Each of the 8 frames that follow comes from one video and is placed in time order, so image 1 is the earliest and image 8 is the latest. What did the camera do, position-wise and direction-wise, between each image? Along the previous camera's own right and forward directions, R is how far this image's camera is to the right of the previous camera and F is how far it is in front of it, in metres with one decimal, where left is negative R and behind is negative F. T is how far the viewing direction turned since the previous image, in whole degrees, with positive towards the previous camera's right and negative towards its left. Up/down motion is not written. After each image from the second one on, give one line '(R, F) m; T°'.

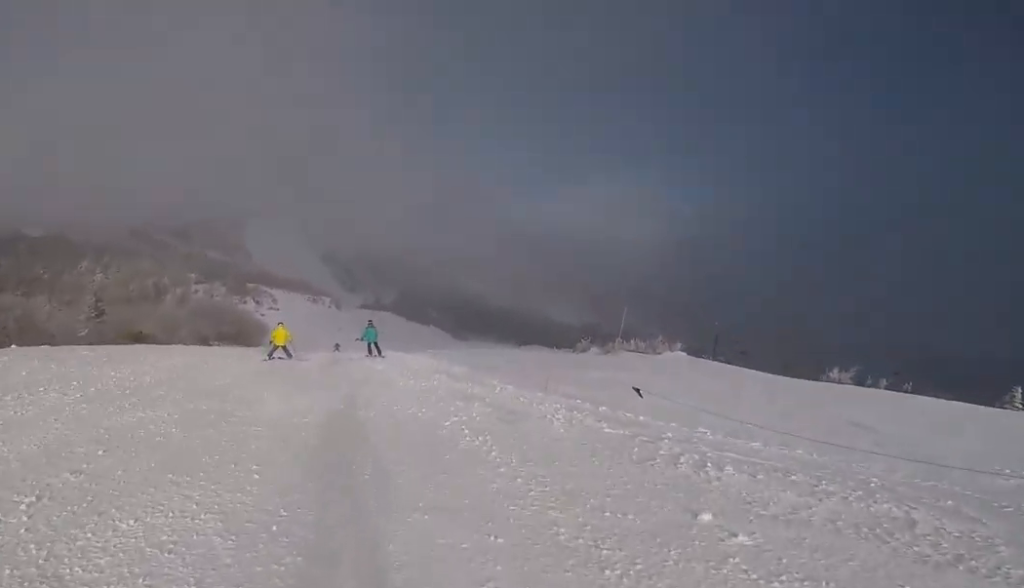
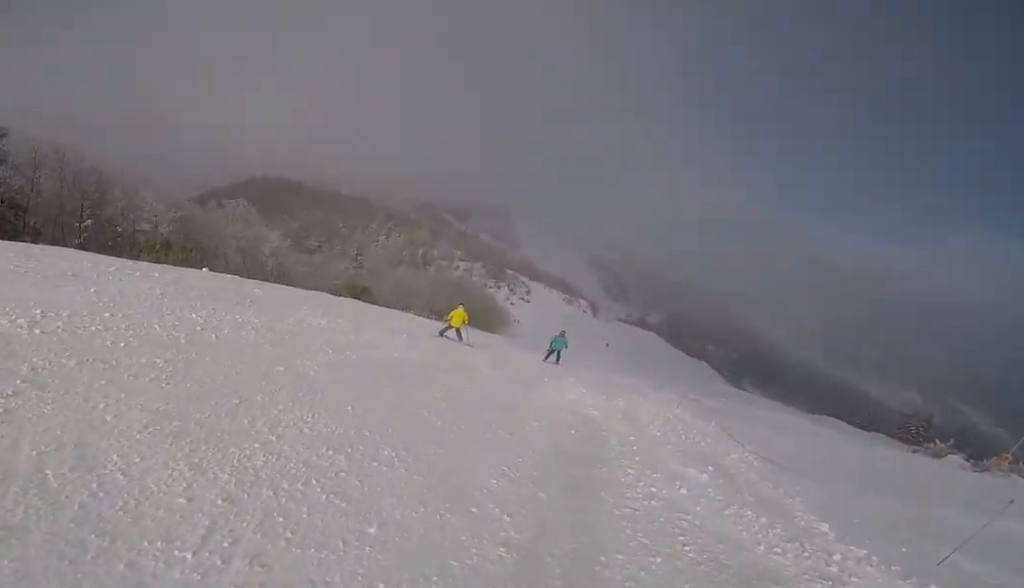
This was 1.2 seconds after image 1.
(-1.0, +4.6) m; -25°
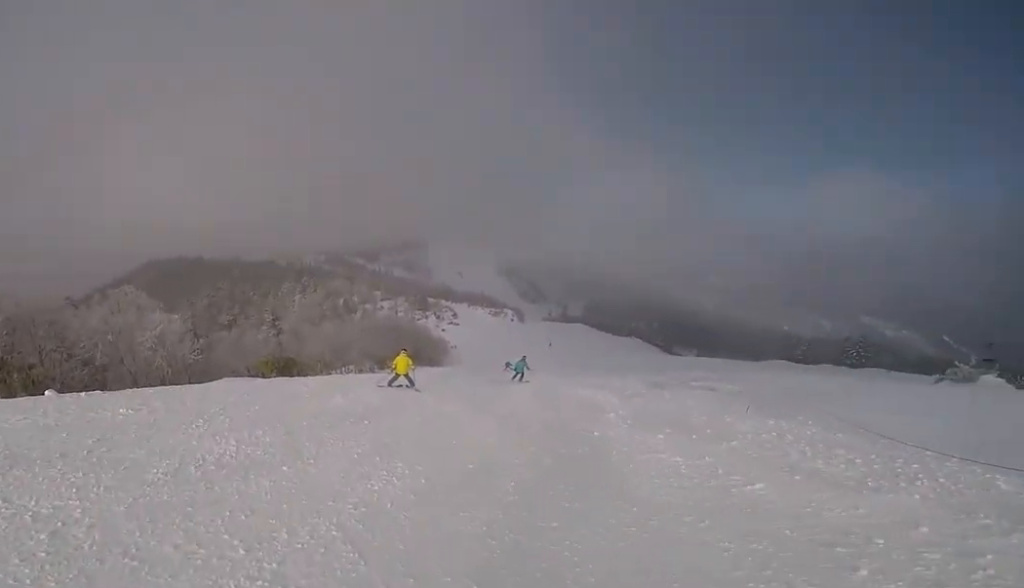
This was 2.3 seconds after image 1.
(-0.8, +4.6) m; -1°
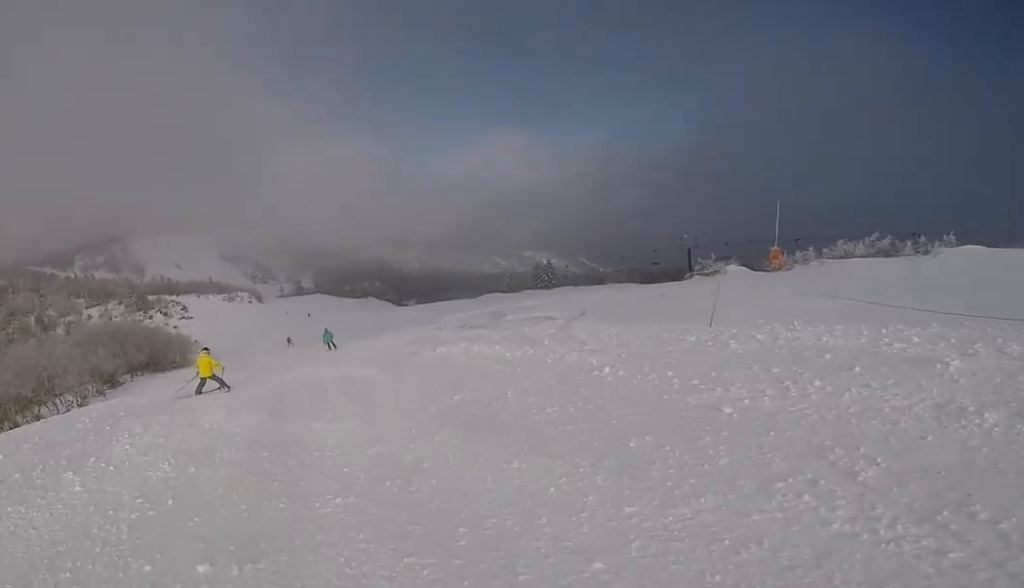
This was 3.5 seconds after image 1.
(+1.0, +5.4) m; +29°
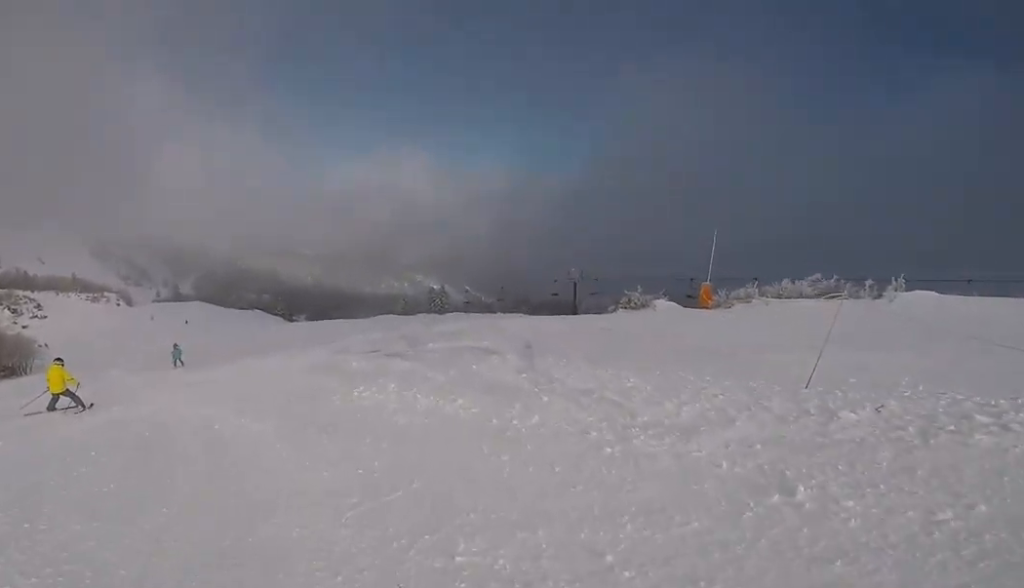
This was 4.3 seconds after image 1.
(+0.9, +3.6) m; +13°
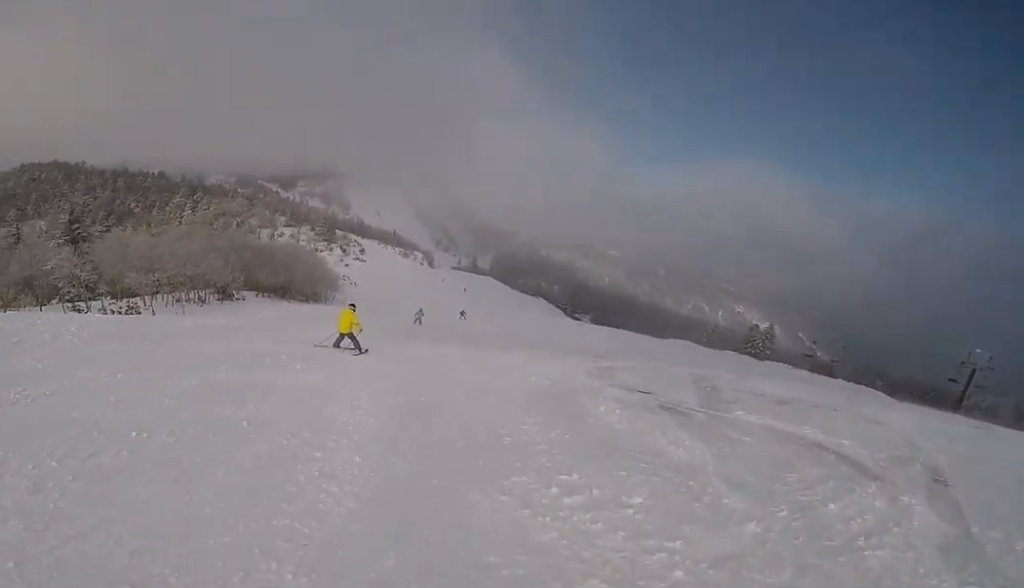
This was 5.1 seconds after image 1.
(+0.4, +3.6) m; -7°
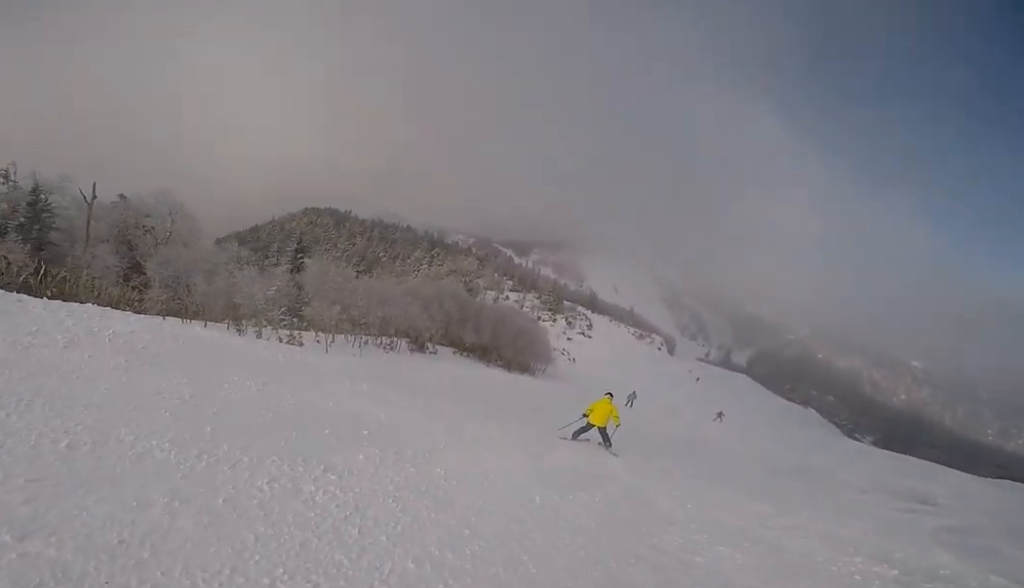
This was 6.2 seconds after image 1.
(-1.2, +4.3) m; -23°
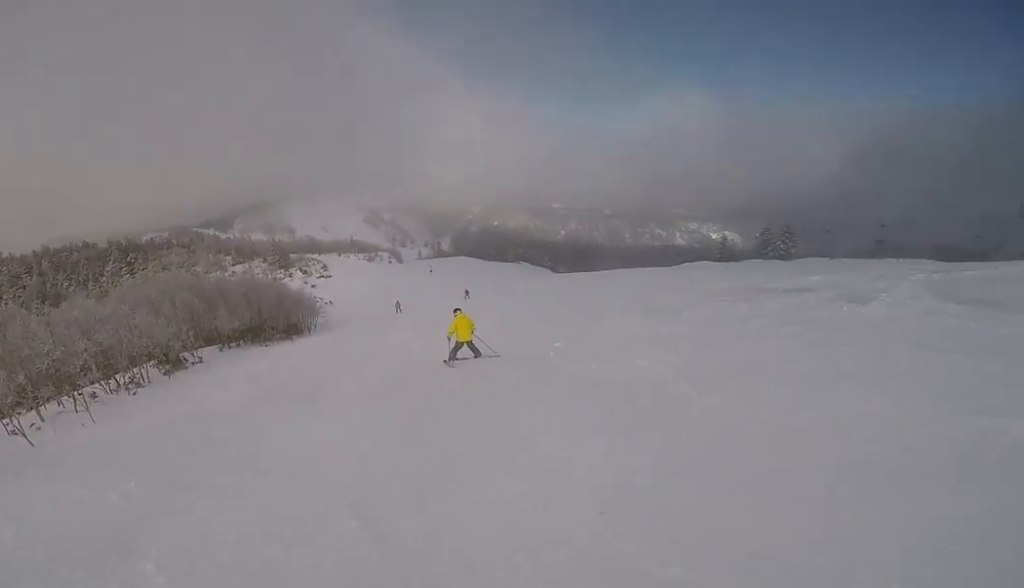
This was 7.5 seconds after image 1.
(-0.5, +6.3) m; +2°
